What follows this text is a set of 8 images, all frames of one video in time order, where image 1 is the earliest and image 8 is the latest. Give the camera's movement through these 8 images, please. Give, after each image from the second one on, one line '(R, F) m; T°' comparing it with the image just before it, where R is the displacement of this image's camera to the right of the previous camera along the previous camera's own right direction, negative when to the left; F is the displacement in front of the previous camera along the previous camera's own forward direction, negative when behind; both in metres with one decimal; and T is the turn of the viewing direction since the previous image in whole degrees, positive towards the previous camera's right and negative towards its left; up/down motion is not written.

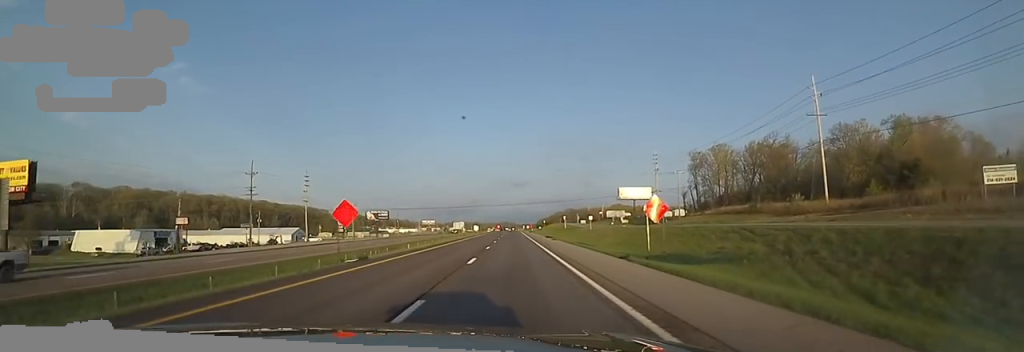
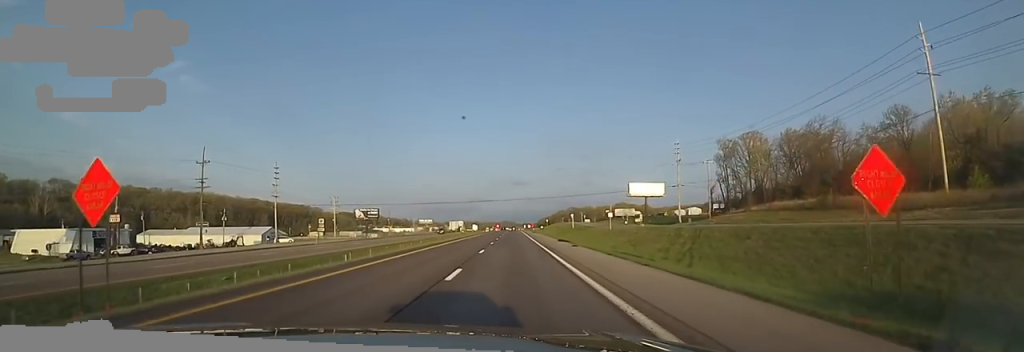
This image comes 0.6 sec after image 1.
(-0.1, +18.8) m; 0°
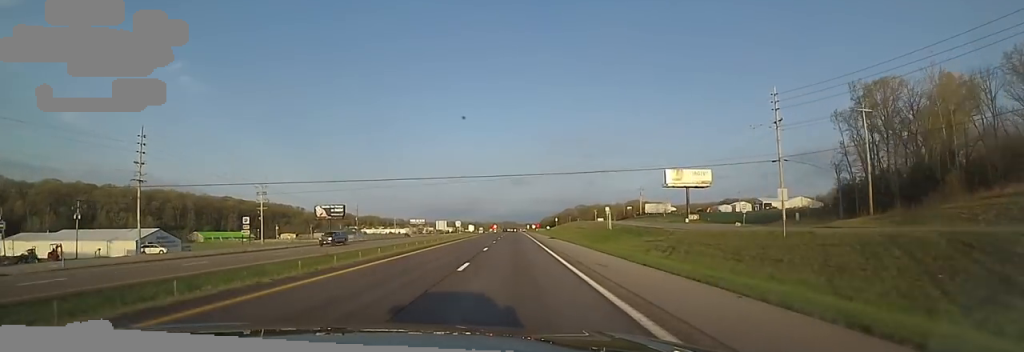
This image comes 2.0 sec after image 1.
(-0.1, +47.8) m; -2°
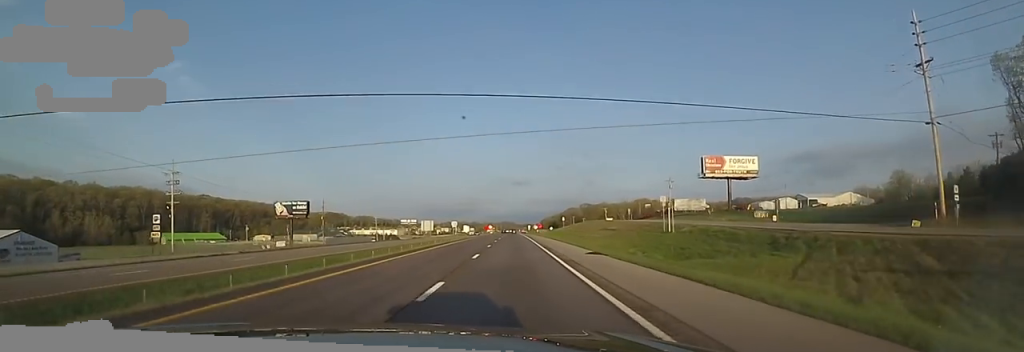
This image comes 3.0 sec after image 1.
(-0.5, +30.5) m; +1°
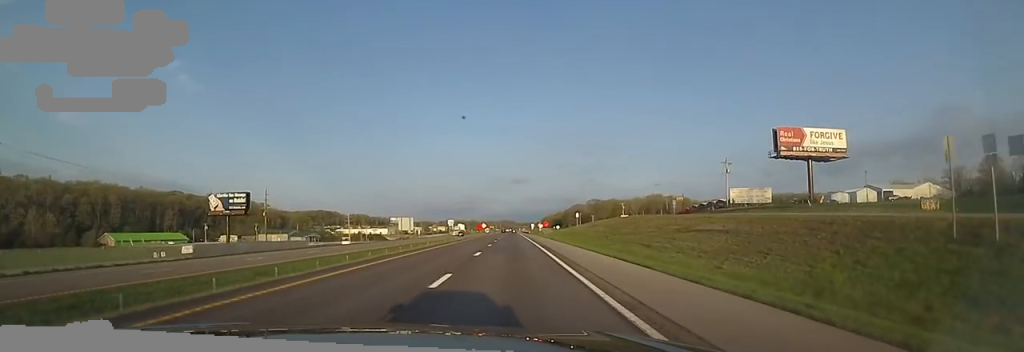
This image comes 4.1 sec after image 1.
(+1.0, +33.6) m; +2°
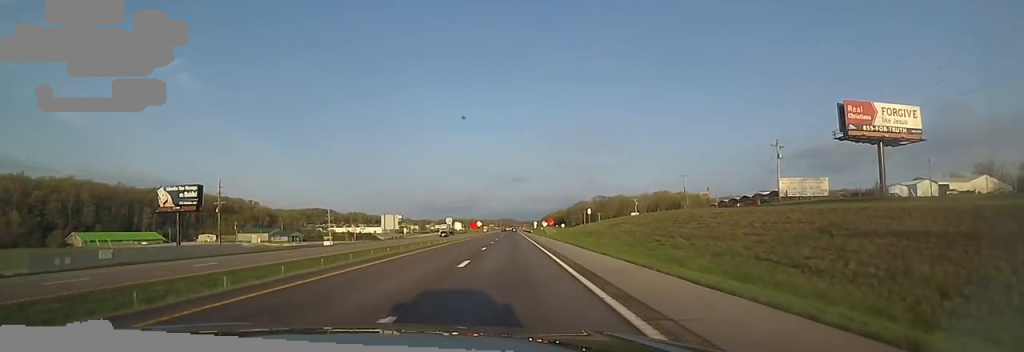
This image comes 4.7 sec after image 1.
(+0.1, +18.1) m; 0°
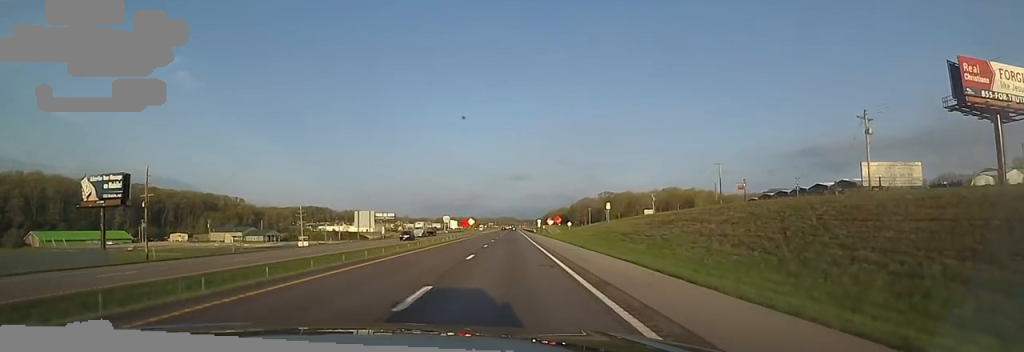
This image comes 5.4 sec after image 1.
(+0.1, +20.1) m; -1°
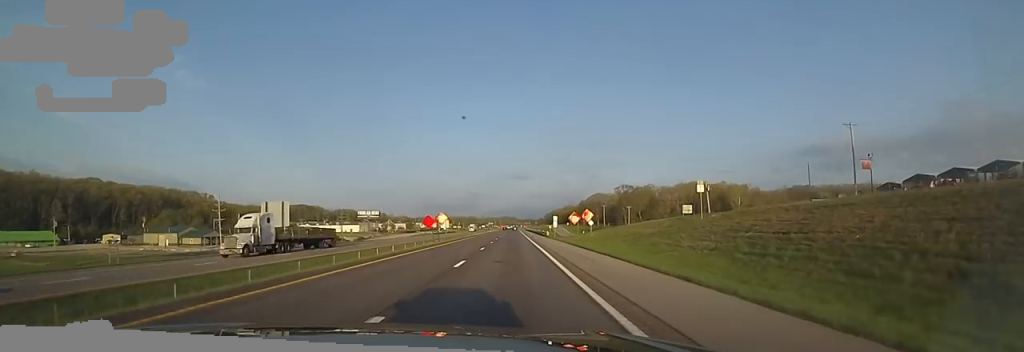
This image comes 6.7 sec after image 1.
(-1.1, +40.2) m; -1°
